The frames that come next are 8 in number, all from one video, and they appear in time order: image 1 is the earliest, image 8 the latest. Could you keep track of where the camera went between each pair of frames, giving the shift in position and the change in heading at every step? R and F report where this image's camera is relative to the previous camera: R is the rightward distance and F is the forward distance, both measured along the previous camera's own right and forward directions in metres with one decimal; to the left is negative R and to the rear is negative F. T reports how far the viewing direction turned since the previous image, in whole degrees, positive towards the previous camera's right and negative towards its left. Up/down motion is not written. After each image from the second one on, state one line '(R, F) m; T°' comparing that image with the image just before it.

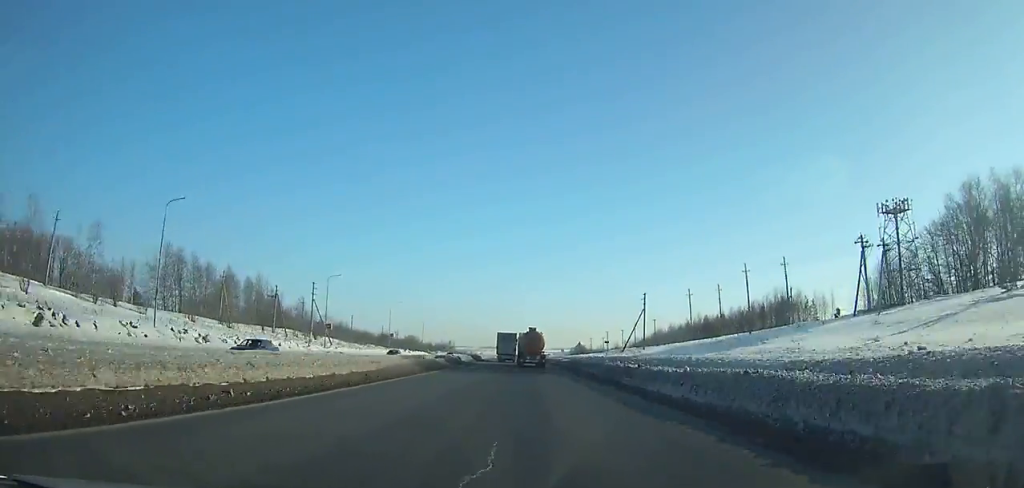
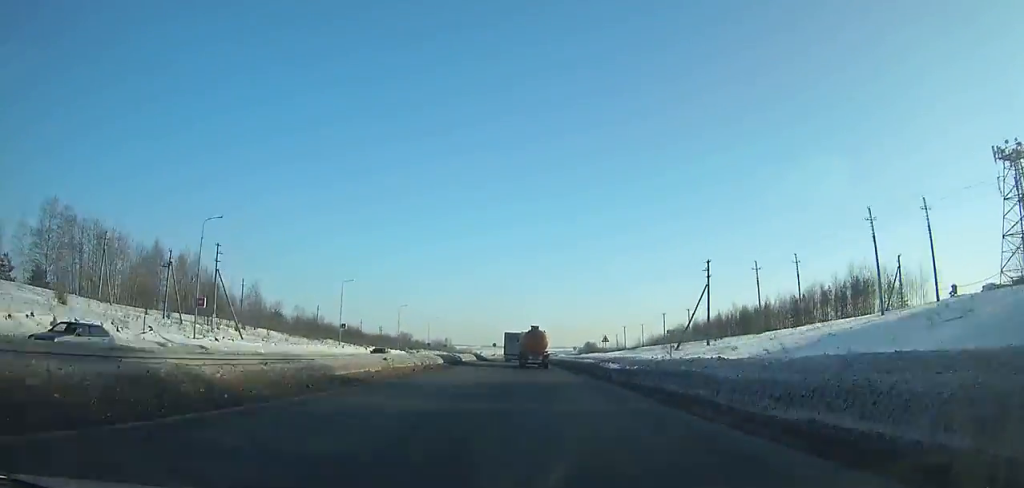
(0.0, +34.7) m; 0°
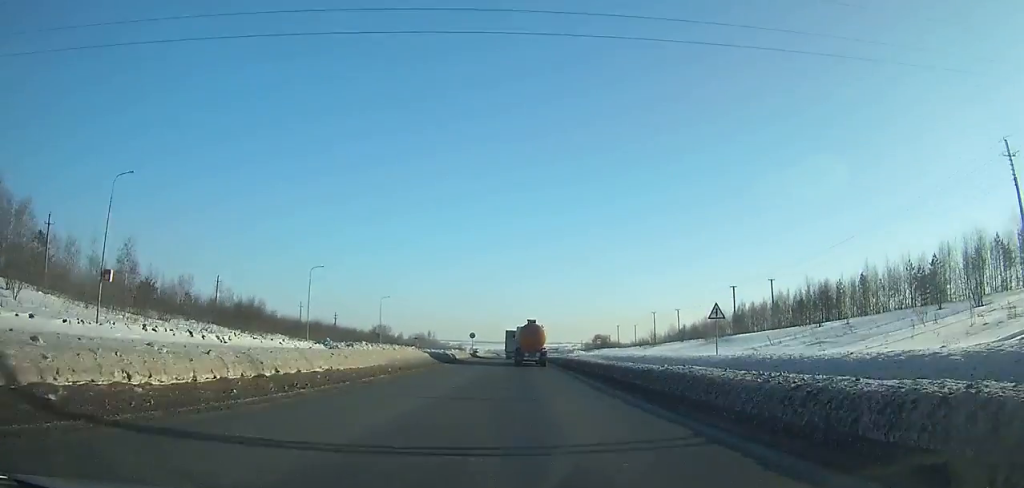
(+0.1, +50.5) m; 0°
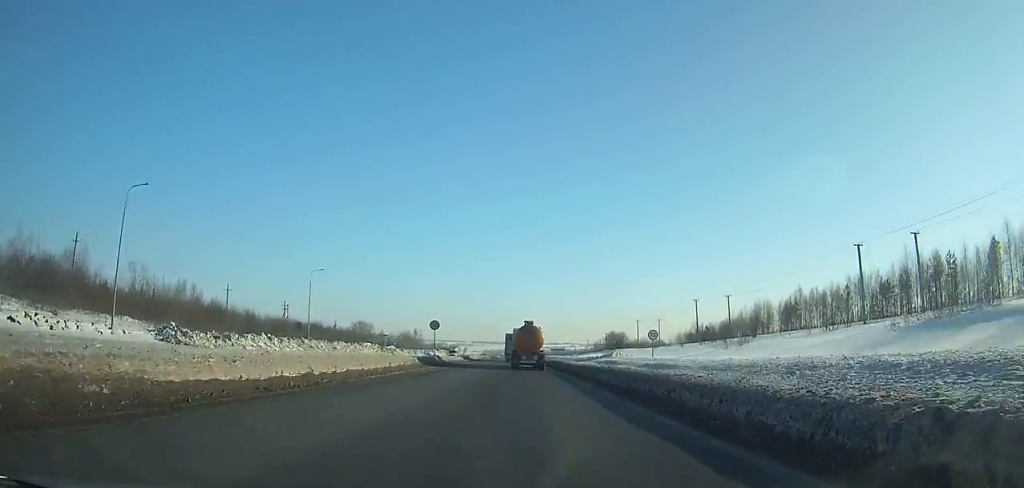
(0.0, +37.4) m; 0°
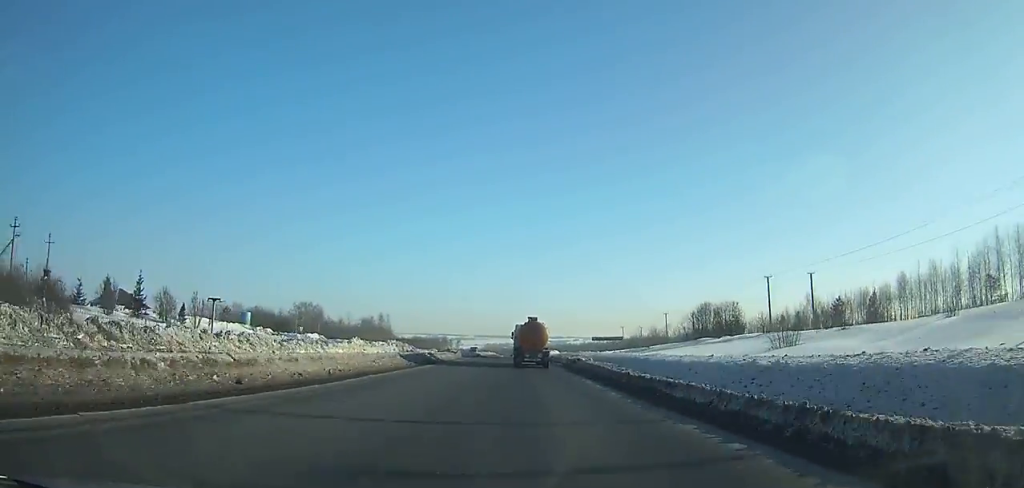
(+0.1, +84.5) m; 0°
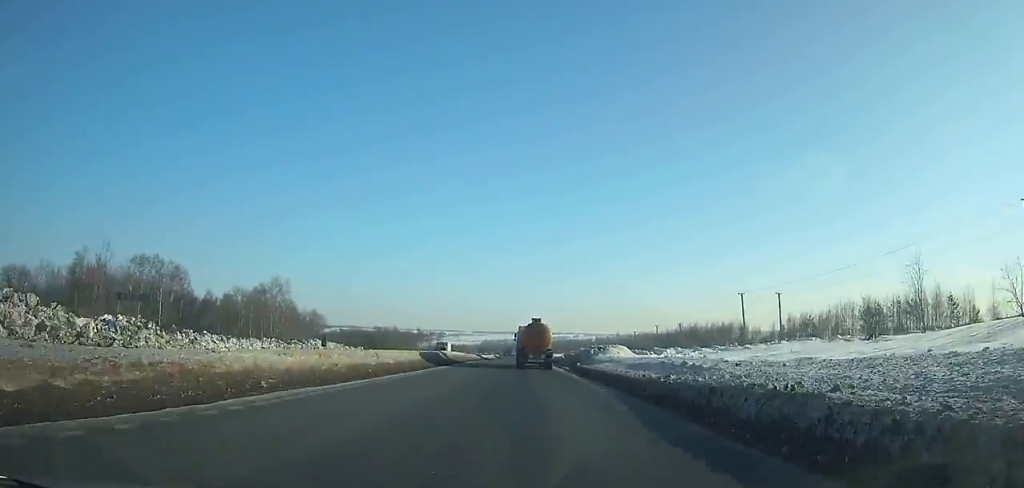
(+0.1, +102.8) m; 0°
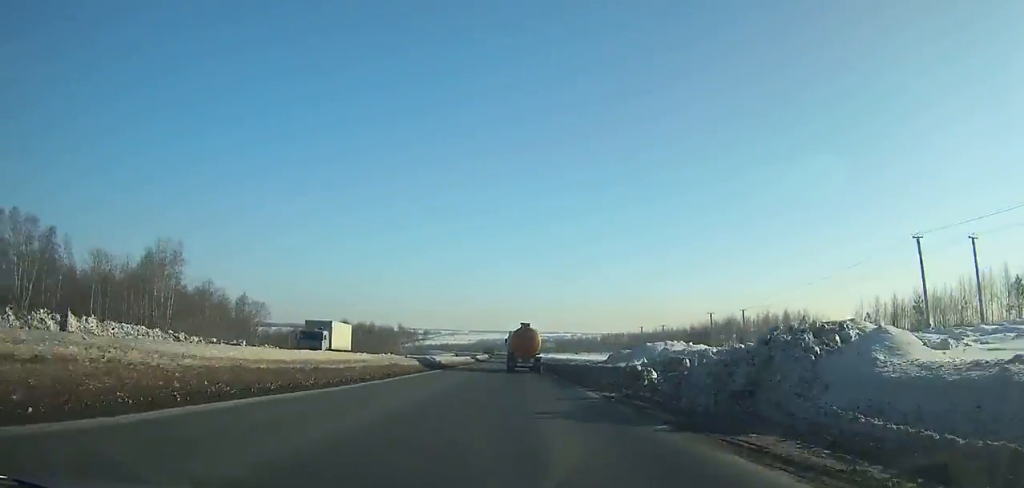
(+0.2, +42.6) m; 0°
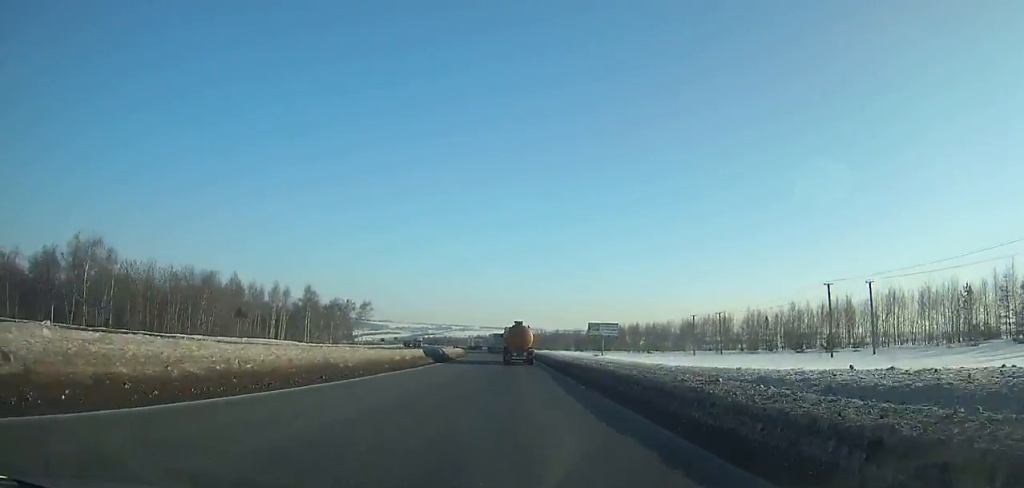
(-1.5, +143.6) m; -2°
